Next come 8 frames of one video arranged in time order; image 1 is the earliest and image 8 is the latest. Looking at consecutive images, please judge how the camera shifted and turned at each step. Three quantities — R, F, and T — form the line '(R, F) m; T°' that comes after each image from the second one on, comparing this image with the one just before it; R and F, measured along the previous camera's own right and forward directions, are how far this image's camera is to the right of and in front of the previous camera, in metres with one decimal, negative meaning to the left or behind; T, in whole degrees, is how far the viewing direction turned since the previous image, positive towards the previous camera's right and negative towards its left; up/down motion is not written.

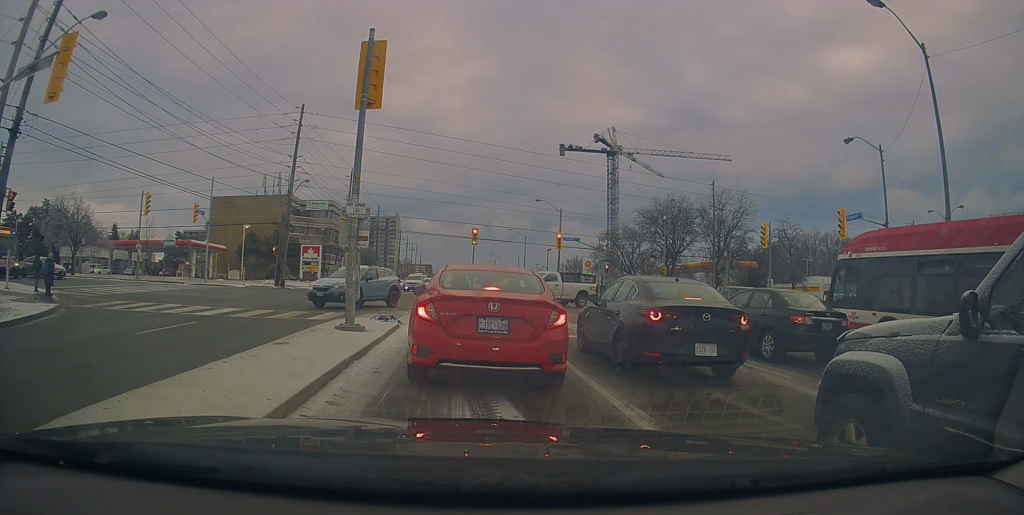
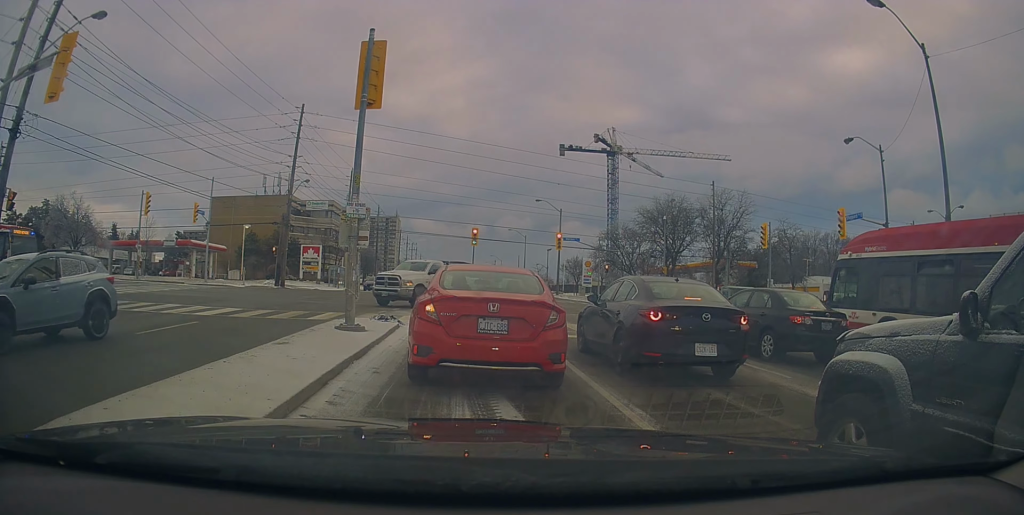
(0.0, 0.0) m; 0°
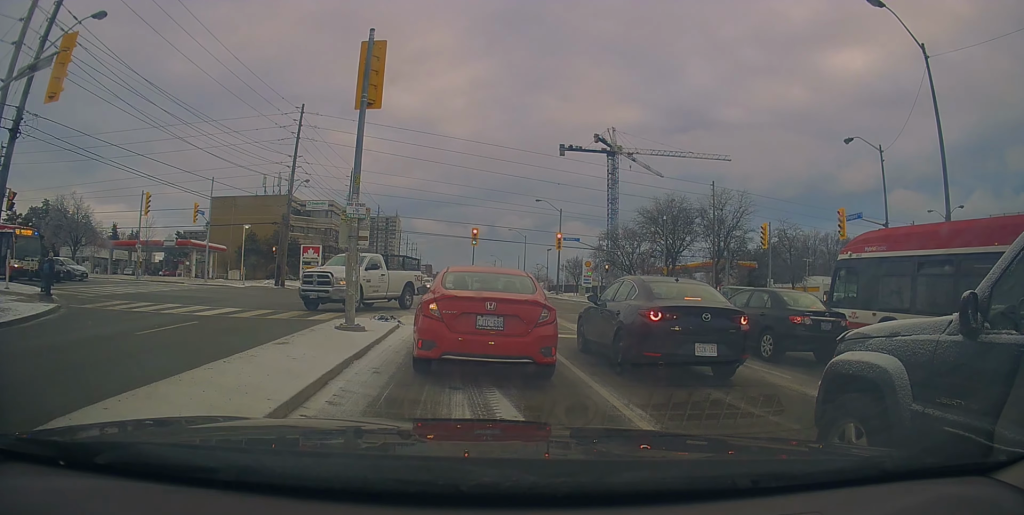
(0.0, 0.0) m; 0°
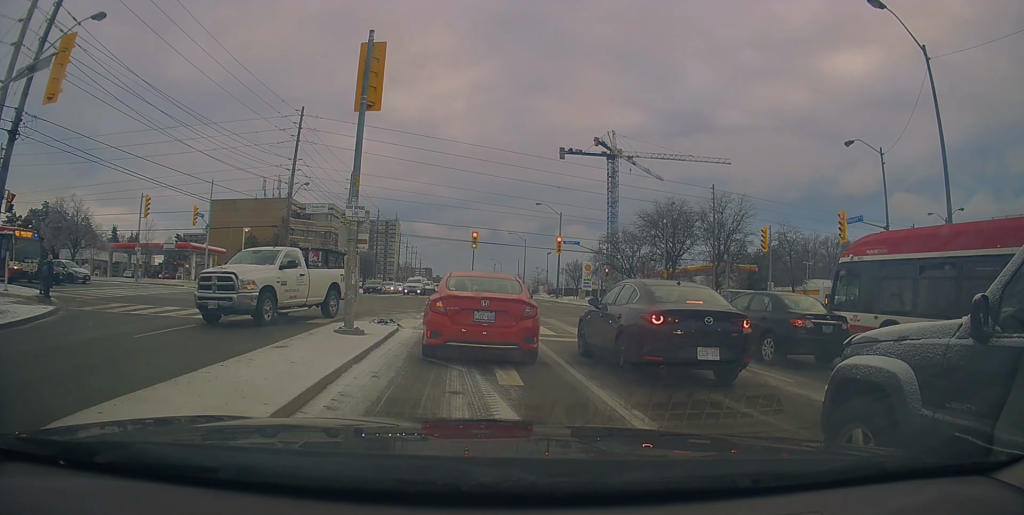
(0.0, +0.1) m; 0°
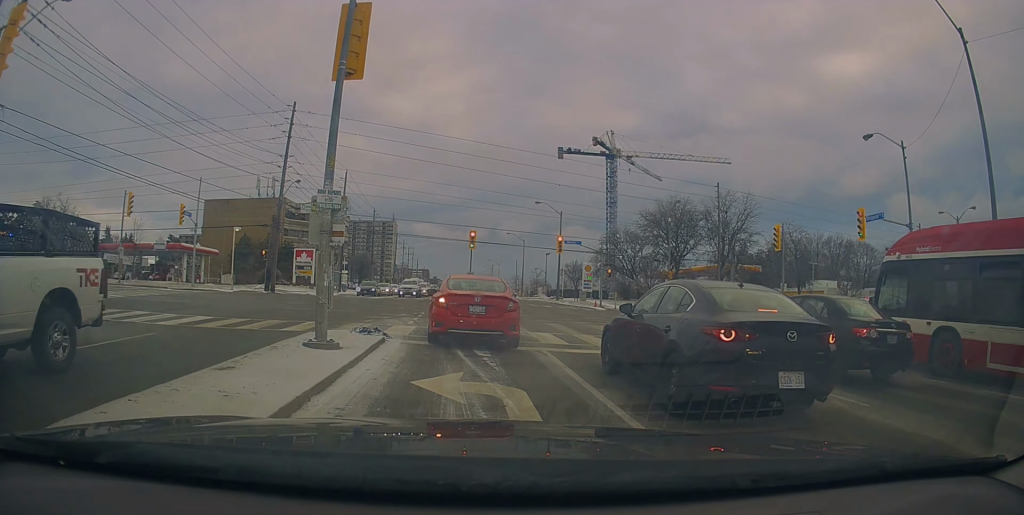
(+0.1, +0.9) m; 0°
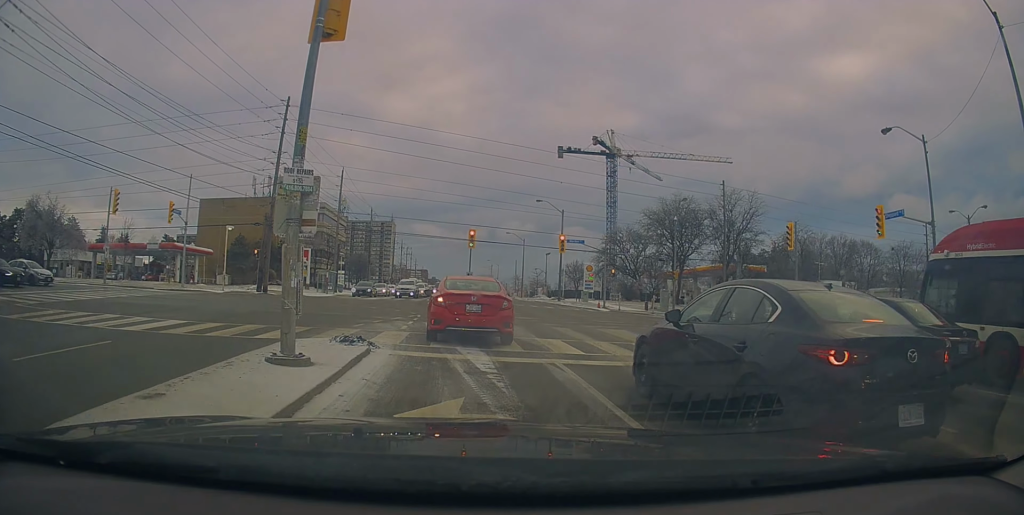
(+0.1, +0.9) m; 0°
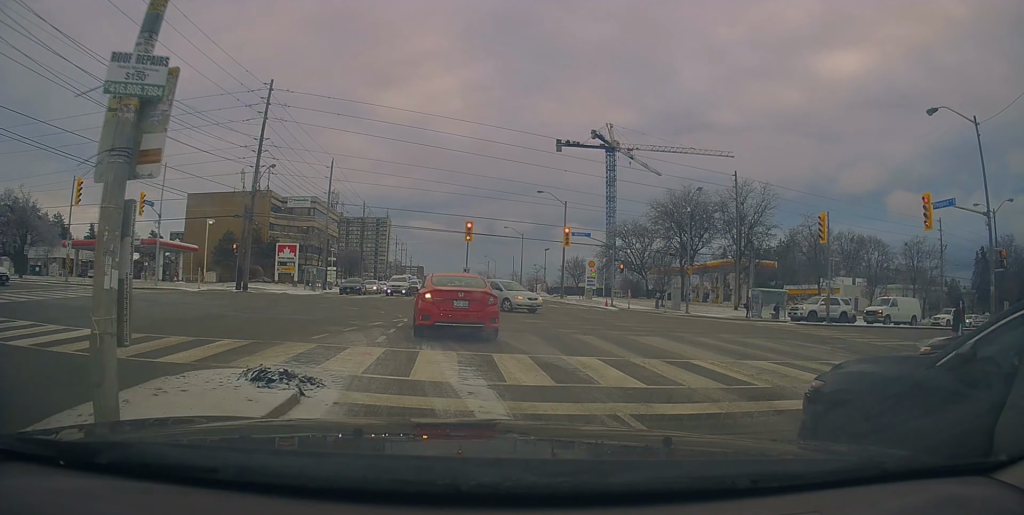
(-0.2, +3.3) m; -5°
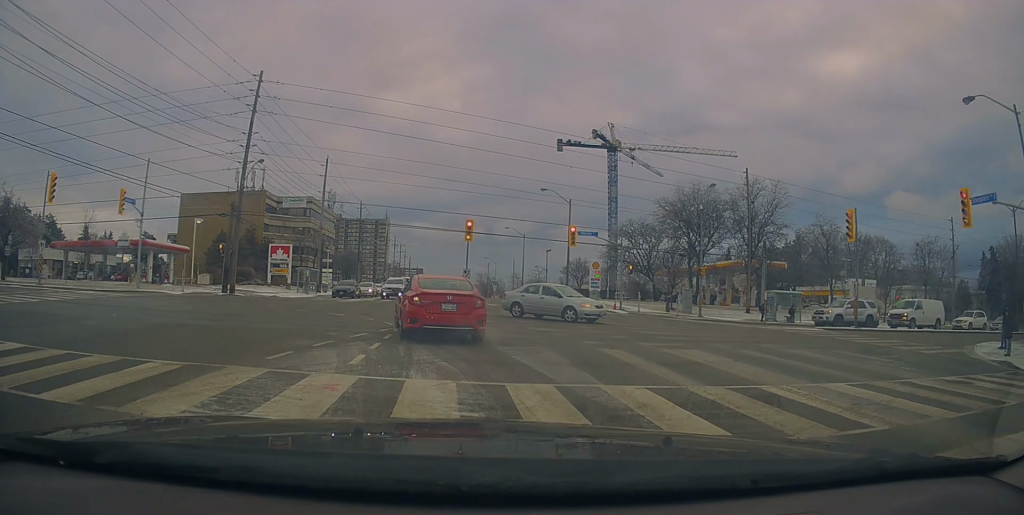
(-0.1, +2.4) m; -2°
